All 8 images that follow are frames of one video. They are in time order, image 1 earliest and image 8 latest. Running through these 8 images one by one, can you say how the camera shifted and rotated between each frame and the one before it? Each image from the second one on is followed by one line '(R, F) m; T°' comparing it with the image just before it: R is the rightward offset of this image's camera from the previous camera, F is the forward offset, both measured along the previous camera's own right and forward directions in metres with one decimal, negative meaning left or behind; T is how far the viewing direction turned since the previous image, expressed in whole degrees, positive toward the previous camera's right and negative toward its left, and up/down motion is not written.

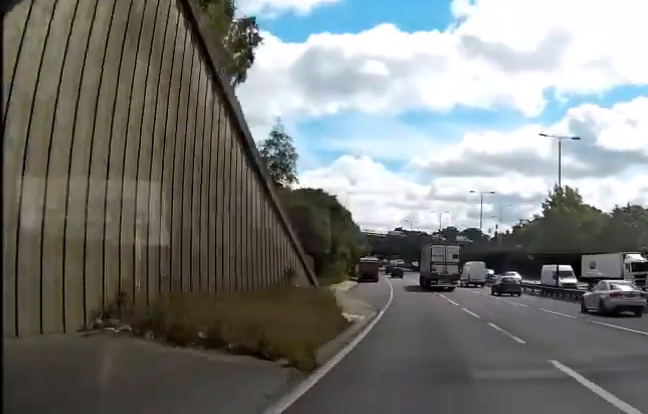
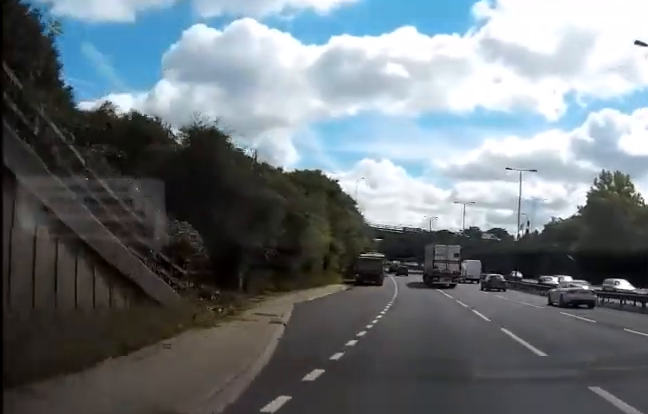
(-0.2, +19.4) m; -1°
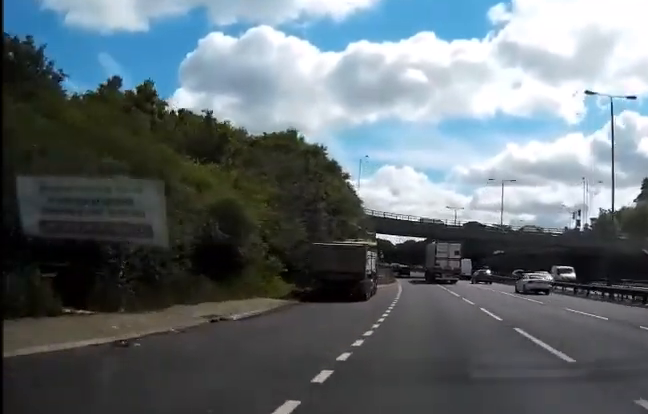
(-0.3, +27.8) m; -2°
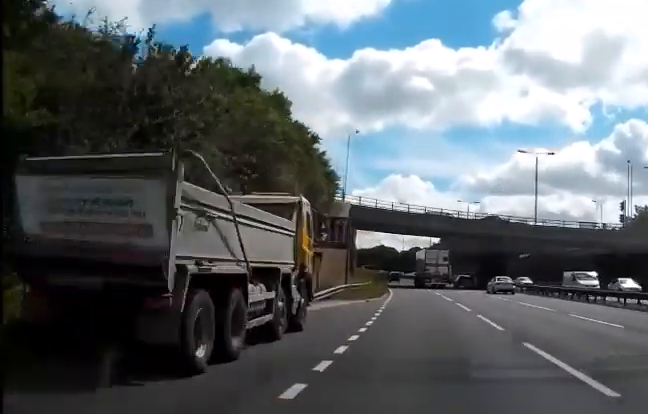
(-0.4, +20.6) m; -2°
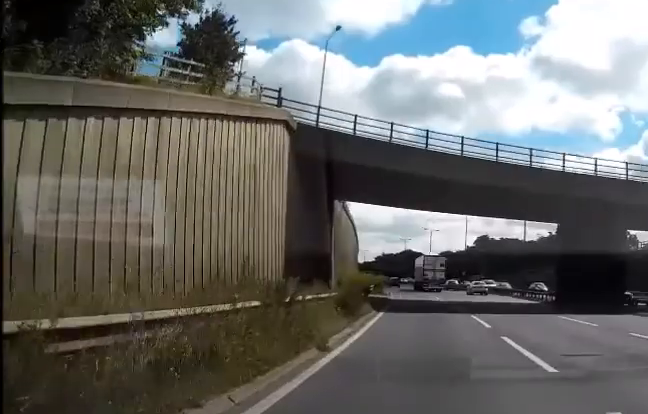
(-0.8, +33.5) m; -3°
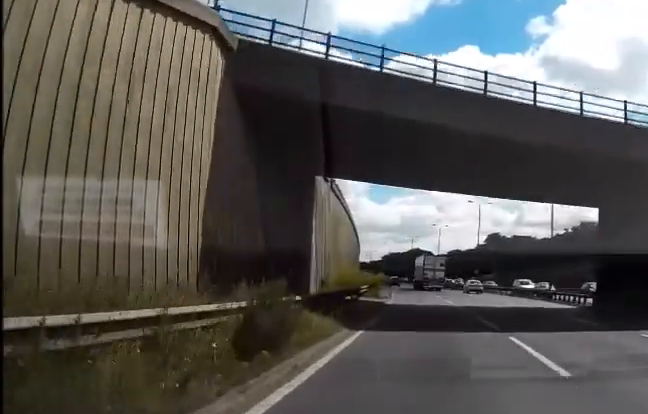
(-0.1, +9.6) m; -1°
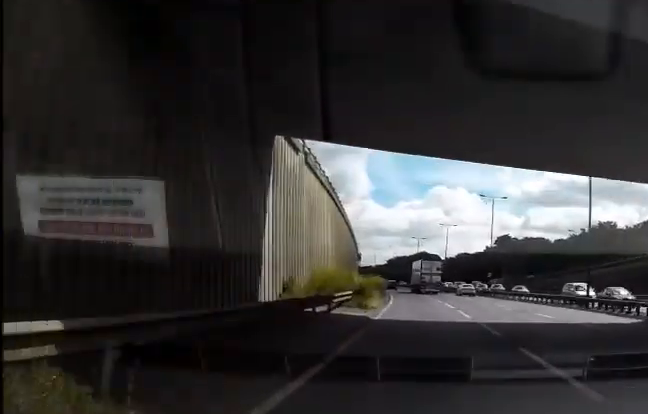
(0.0, +10.2) m; -1°
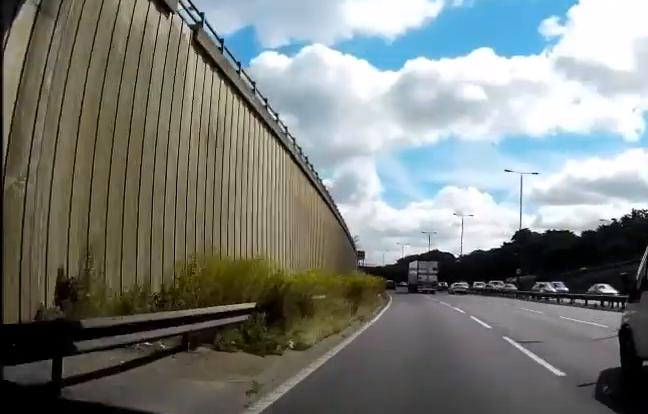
(-0.1, +16.3) m; -1°
